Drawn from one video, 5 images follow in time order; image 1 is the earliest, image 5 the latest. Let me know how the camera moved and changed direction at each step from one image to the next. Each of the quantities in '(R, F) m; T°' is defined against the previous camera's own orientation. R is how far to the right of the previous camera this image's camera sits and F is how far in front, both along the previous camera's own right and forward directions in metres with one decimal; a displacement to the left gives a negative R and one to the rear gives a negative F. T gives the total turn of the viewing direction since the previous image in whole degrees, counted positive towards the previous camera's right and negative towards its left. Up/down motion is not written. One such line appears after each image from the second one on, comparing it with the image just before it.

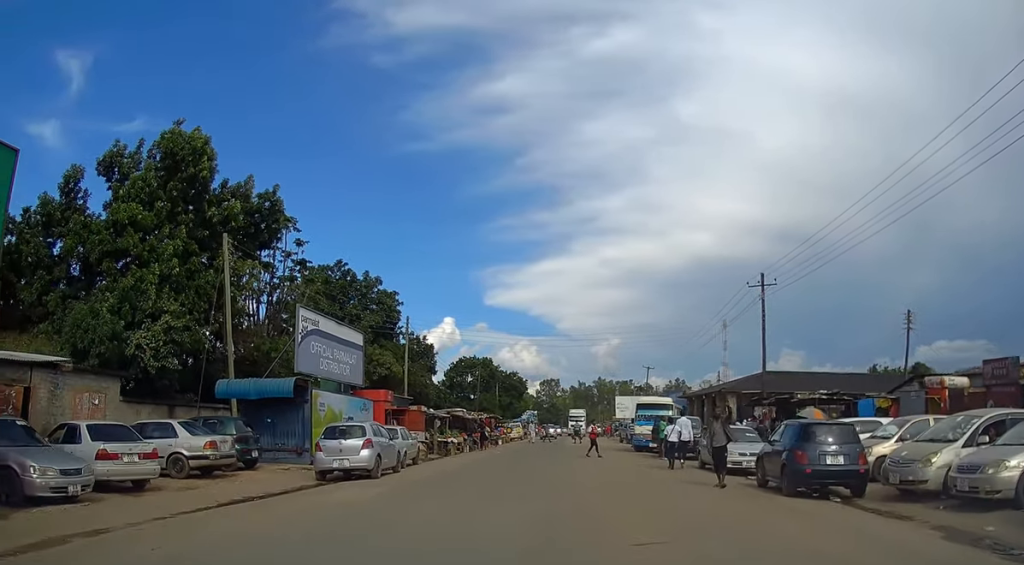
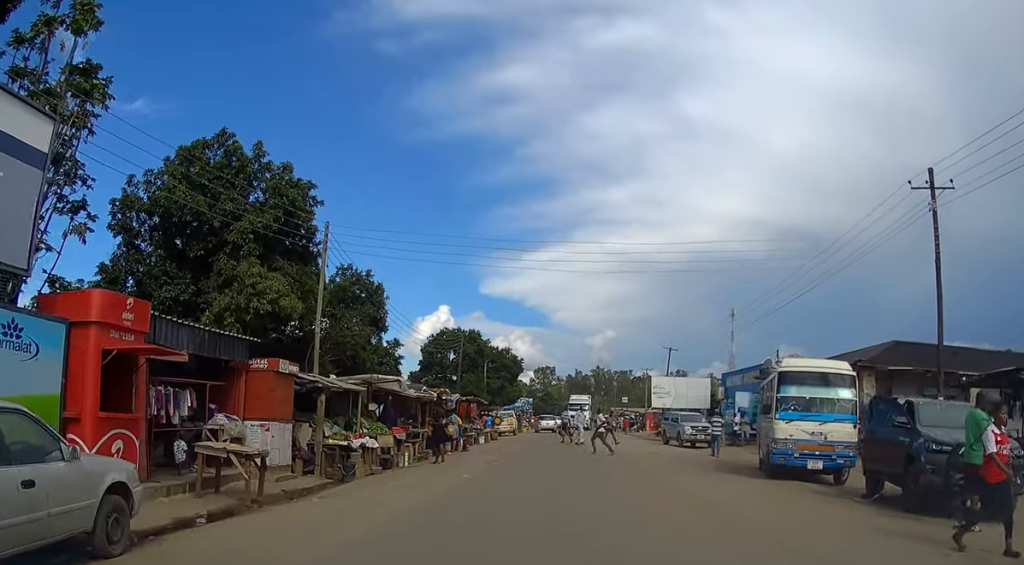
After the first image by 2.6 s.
(-0.9, +19.6) m; -3°
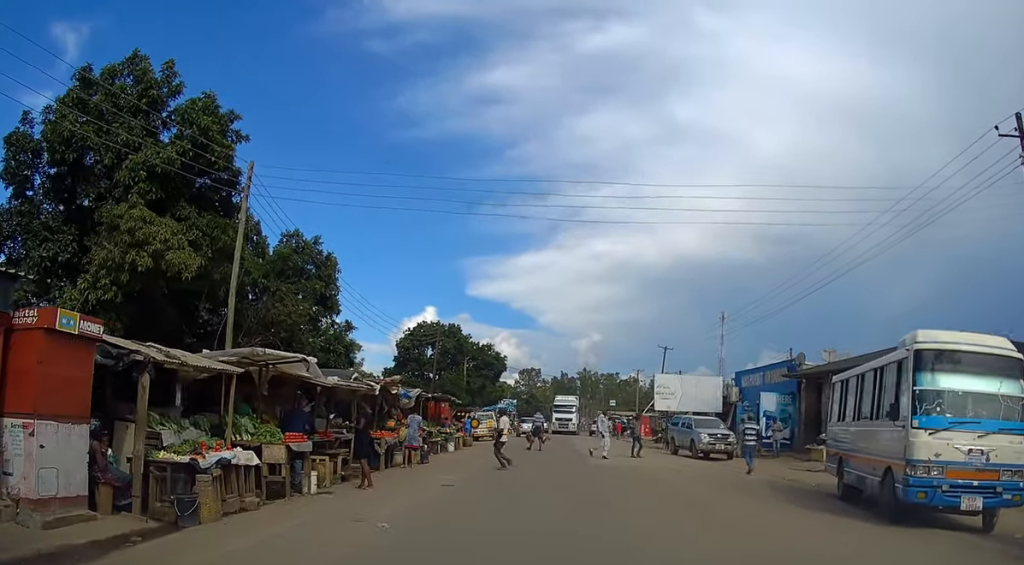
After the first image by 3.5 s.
(0.0, +6.9) m; +2°
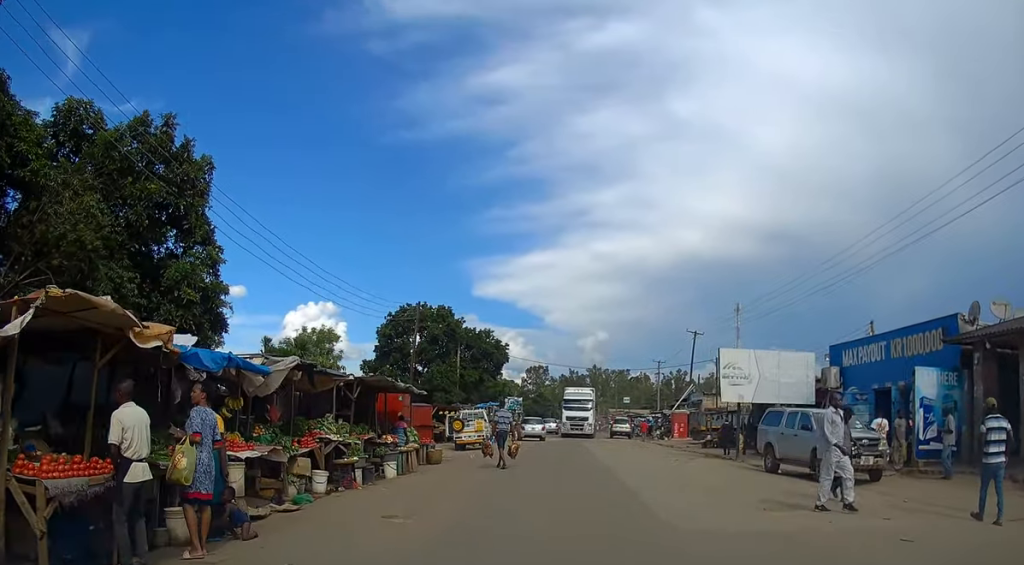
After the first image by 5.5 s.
(+0.4, +13.3) m; 0°
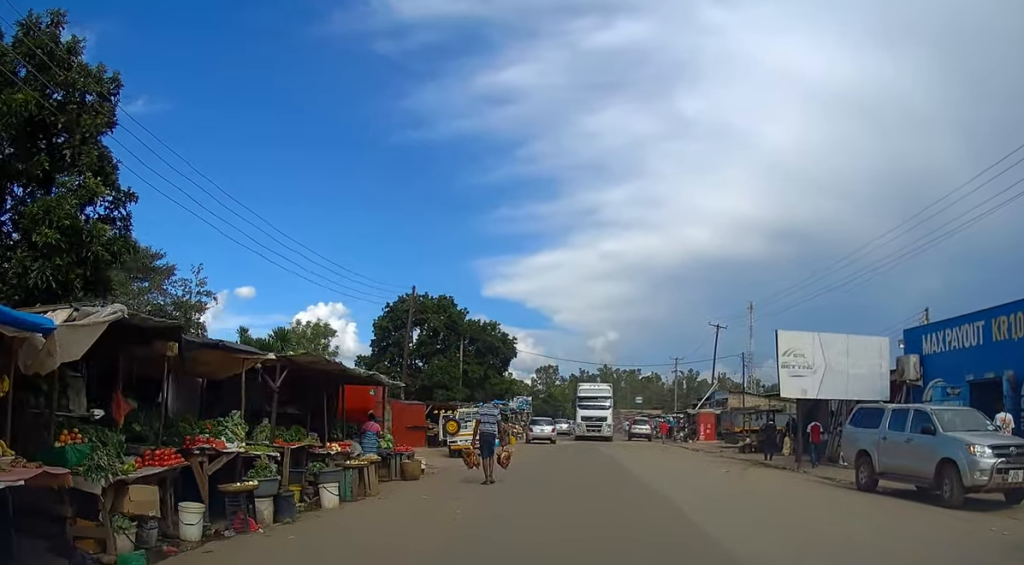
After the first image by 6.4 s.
(0.0, +5.7) m; -2°
